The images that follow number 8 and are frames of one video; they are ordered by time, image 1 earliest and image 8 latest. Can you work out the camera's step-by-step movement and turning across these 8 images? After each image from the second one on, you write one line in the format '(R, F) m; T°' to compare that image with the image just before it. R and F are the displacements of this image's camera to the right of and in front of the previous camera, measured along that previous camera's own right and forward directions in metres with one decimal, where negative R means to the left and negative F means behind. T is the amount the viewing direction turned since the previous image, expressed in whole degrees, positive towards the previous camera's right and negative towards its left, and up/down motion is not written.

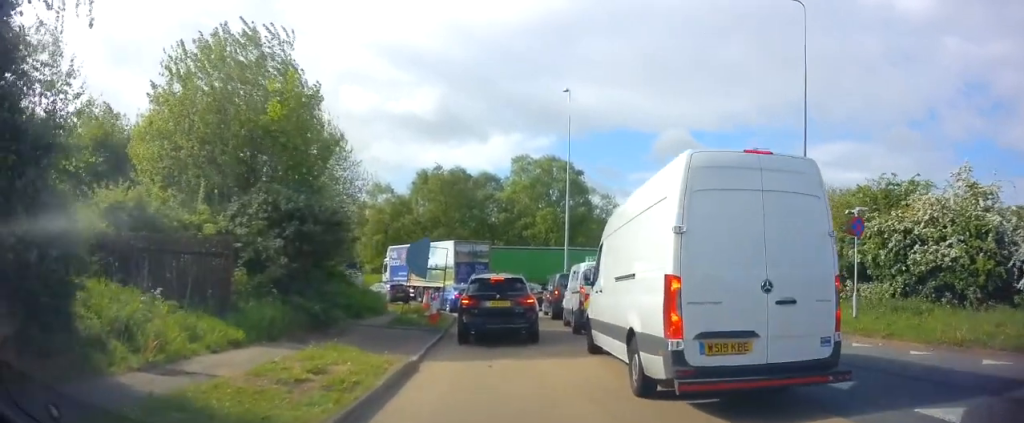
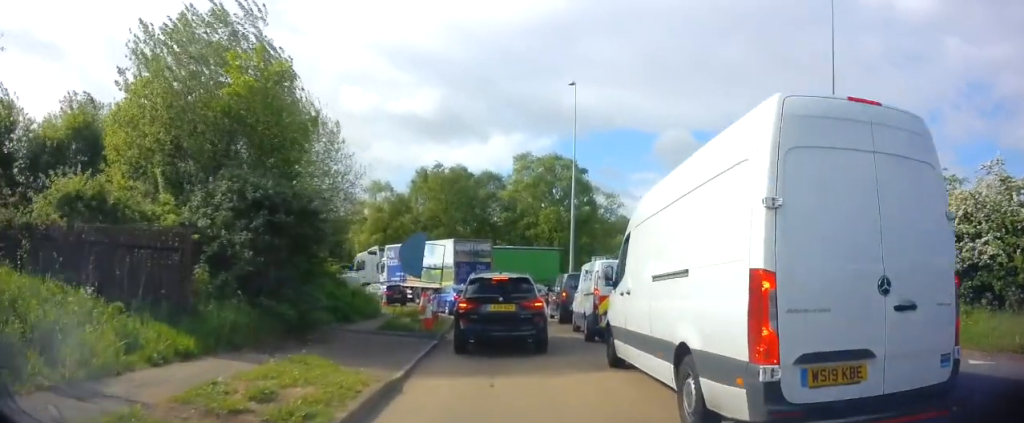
(0.0, +1.9) m; 0°
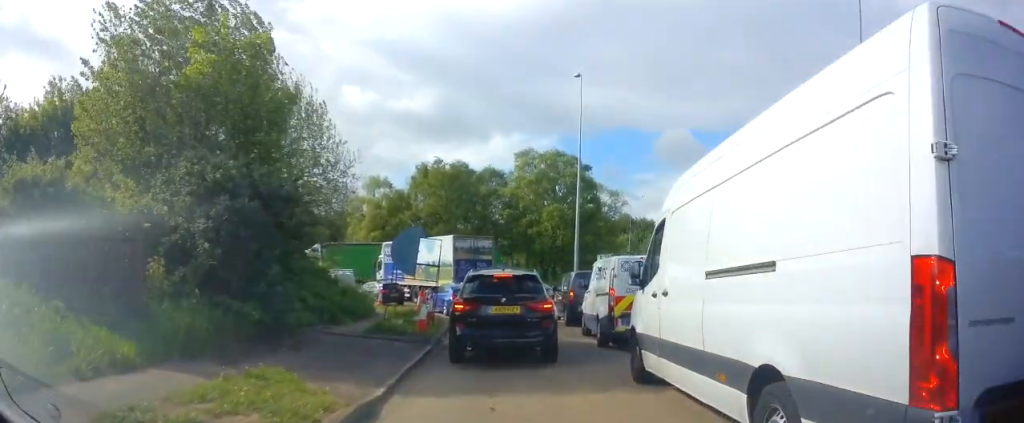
(0.0, +1.6) m; 0°
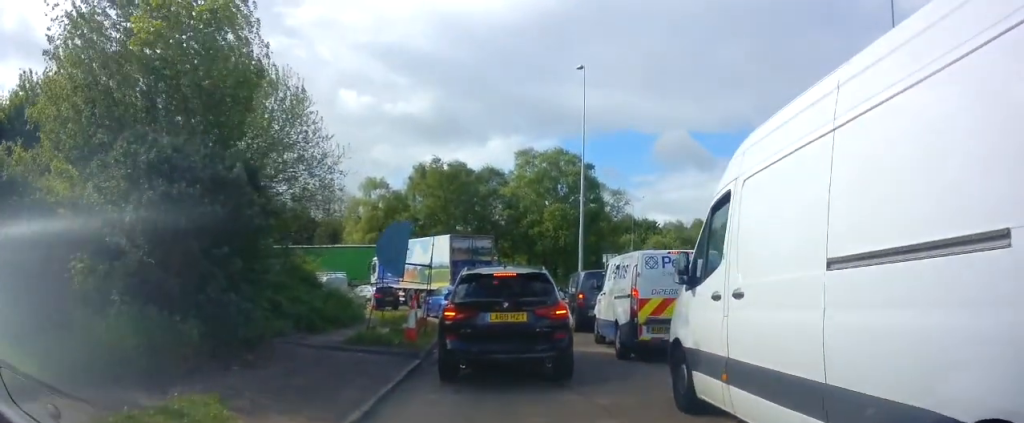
(0.0, +1.9) m; 0°
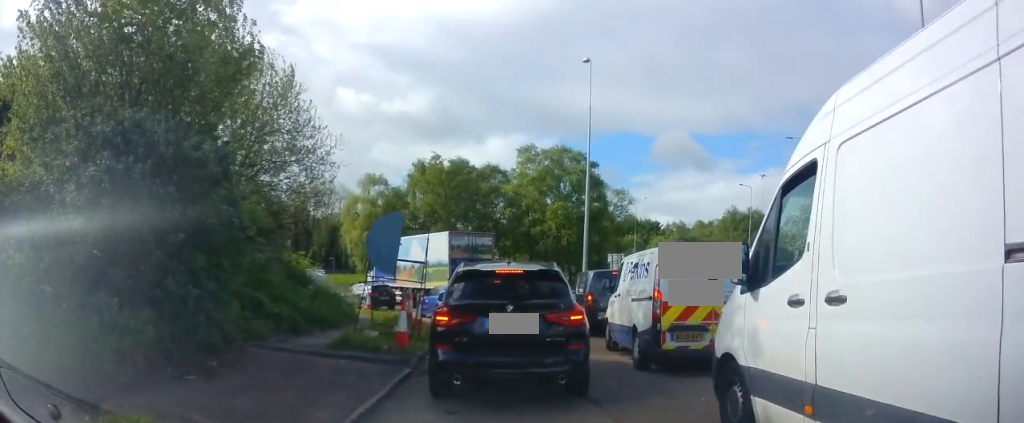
(+0.1, +1.9) m; 0°
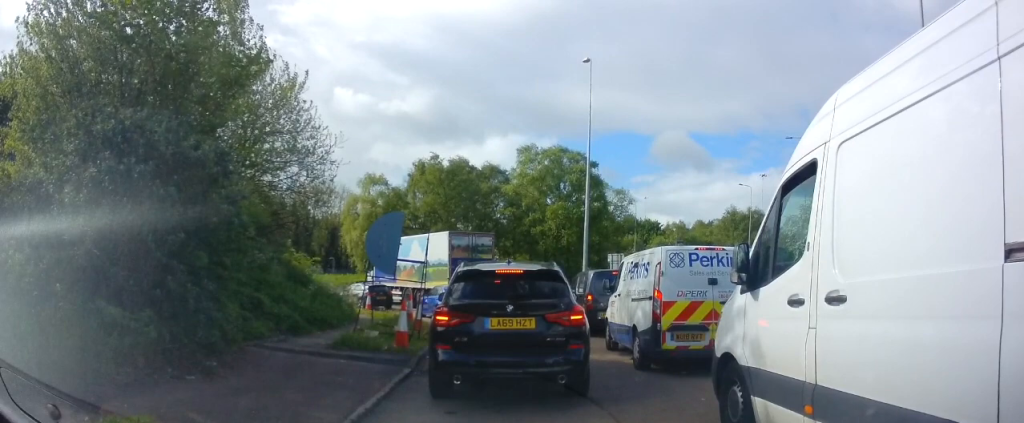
(0.0, +0.1) m; 0°
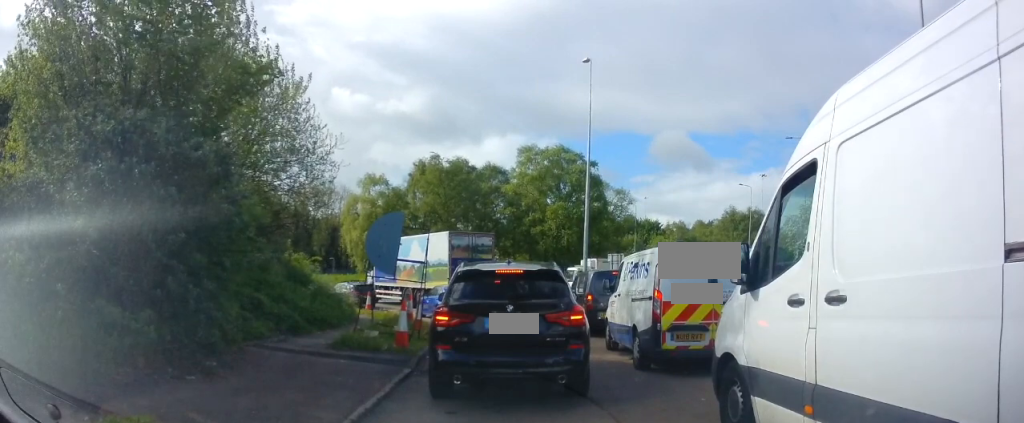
(0.0, 0.0) m; 0°
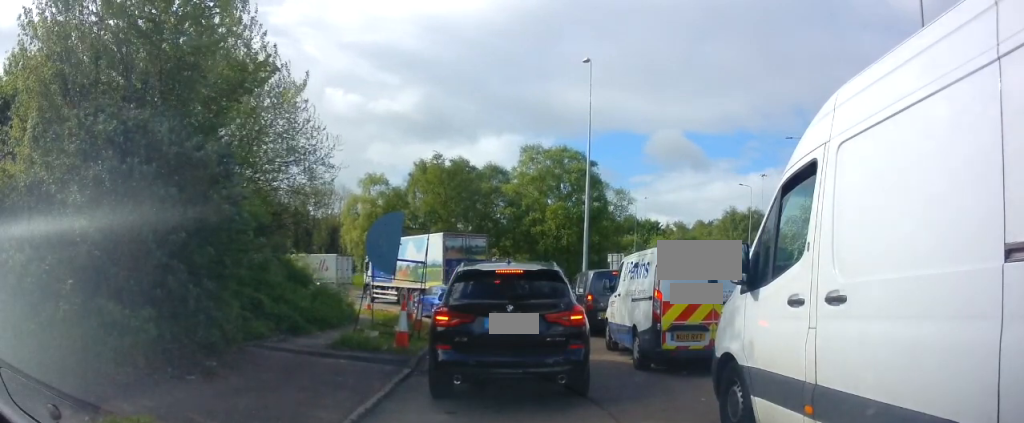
(0.0, 0.0) m; 0°
